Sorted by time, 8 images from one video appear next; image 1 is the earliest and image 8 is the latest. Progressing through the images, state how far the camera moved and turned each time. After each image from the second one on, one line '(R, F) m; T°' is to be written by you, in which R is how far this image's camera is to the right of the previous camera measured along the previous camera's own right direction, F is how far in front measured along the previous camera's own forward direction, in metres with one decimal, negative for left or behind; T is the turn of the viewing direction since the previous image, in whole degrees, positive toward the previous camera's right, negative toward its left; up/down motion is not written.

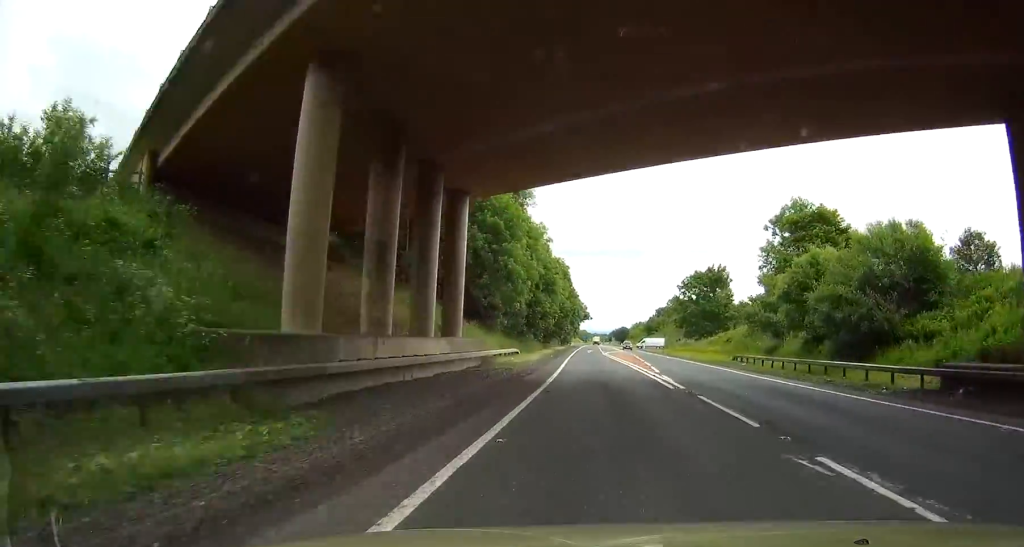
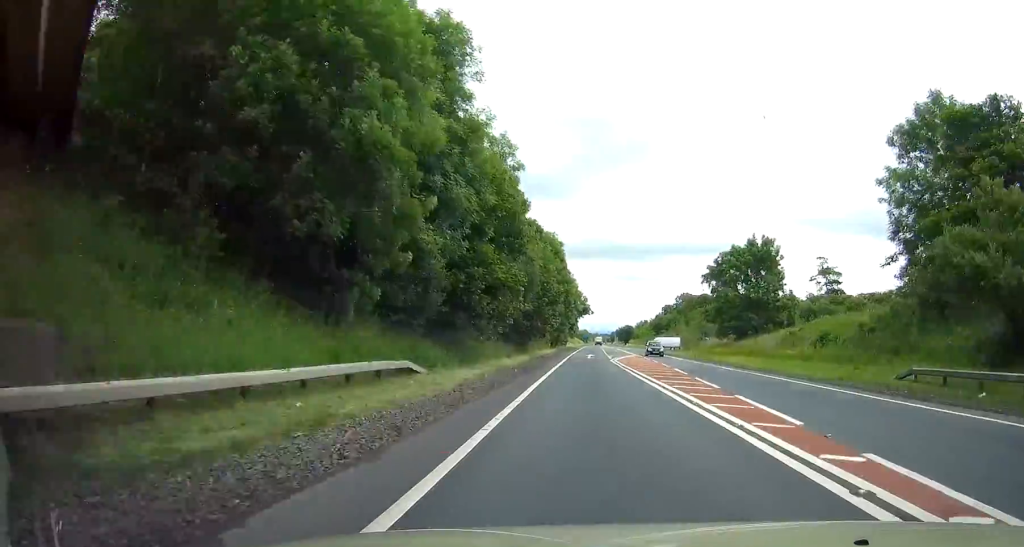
(0.0, +28.5) m; 0°
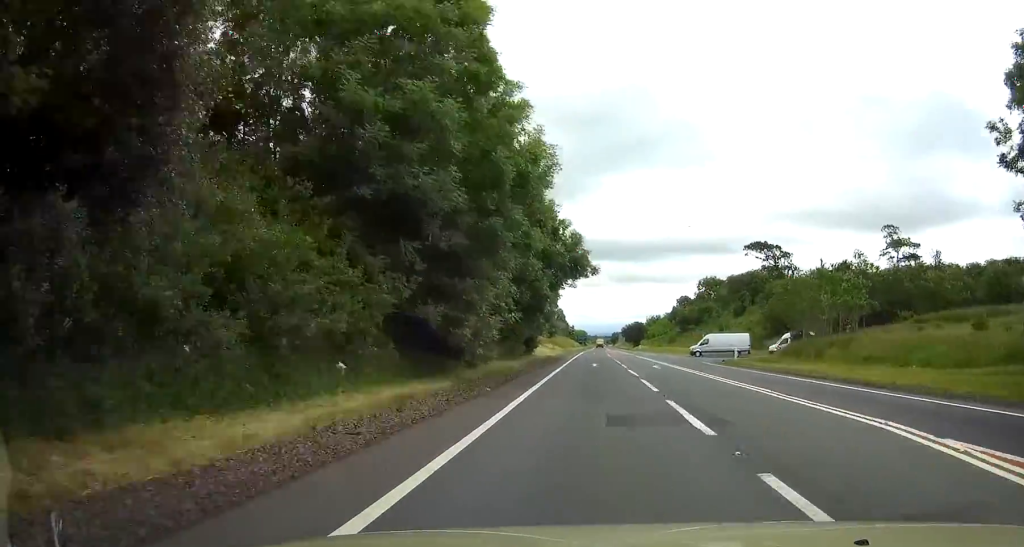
(+0.2, +63.2) m; 0°
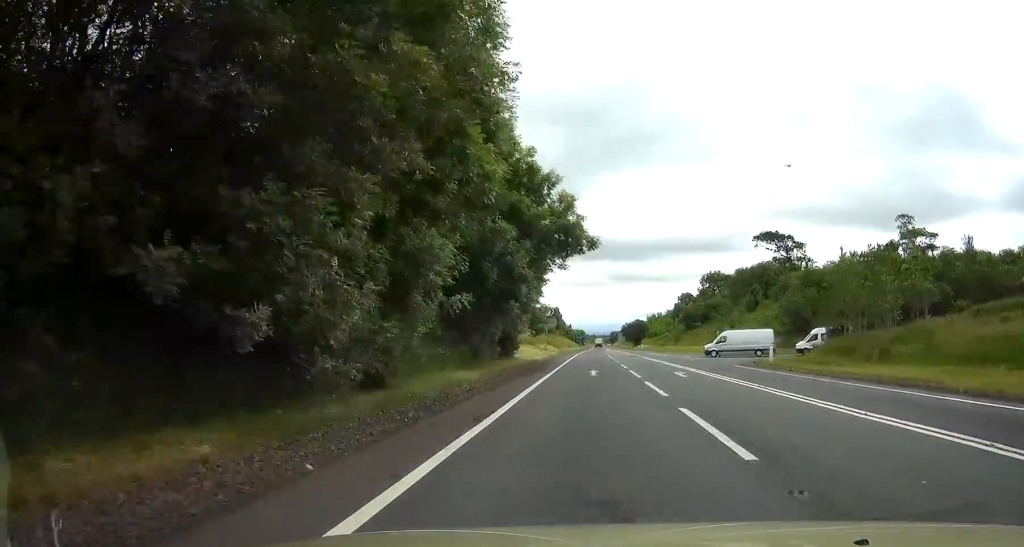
(0.0, +11.5) m; 0°
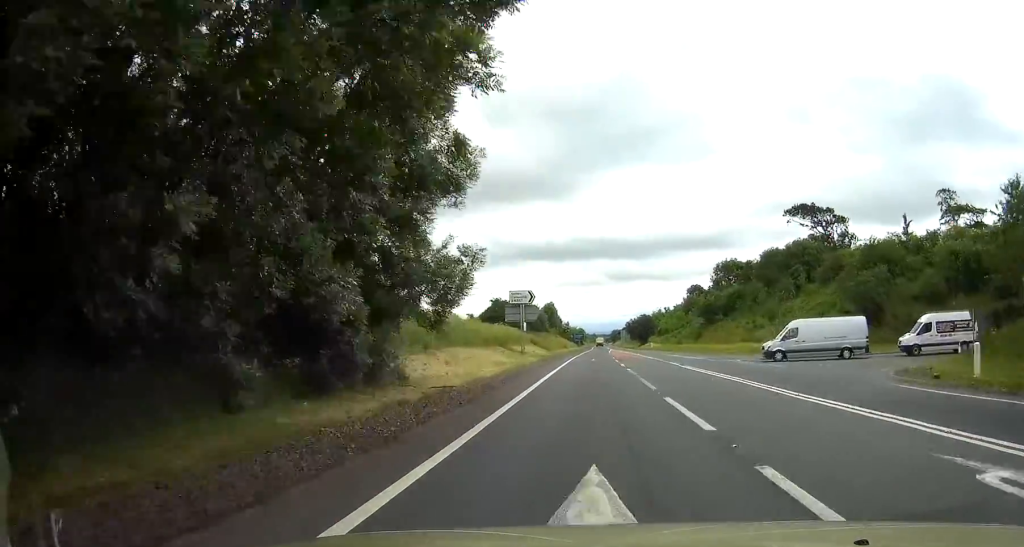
(-0.1, +24.9) m; 0°
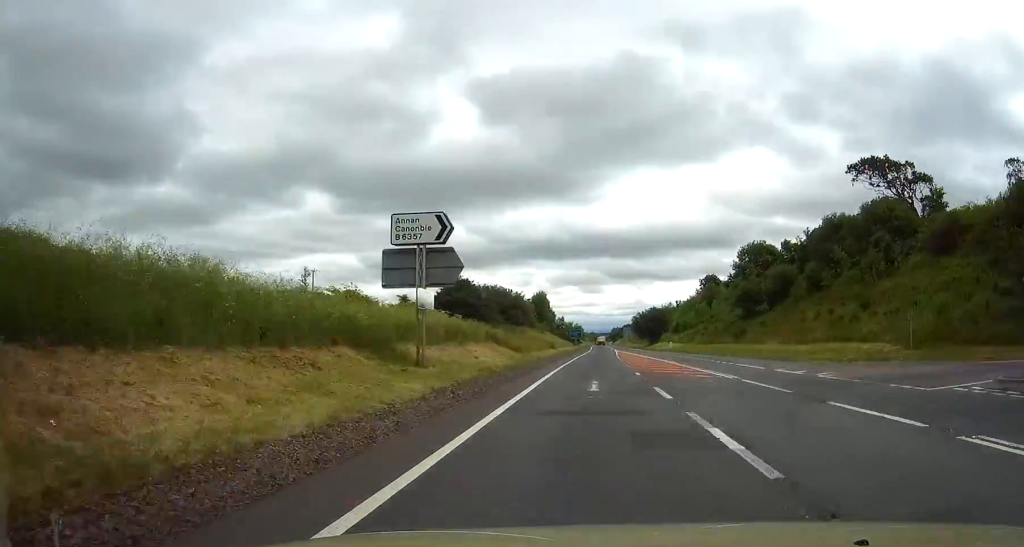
(0.0, +31.4) m; 0°
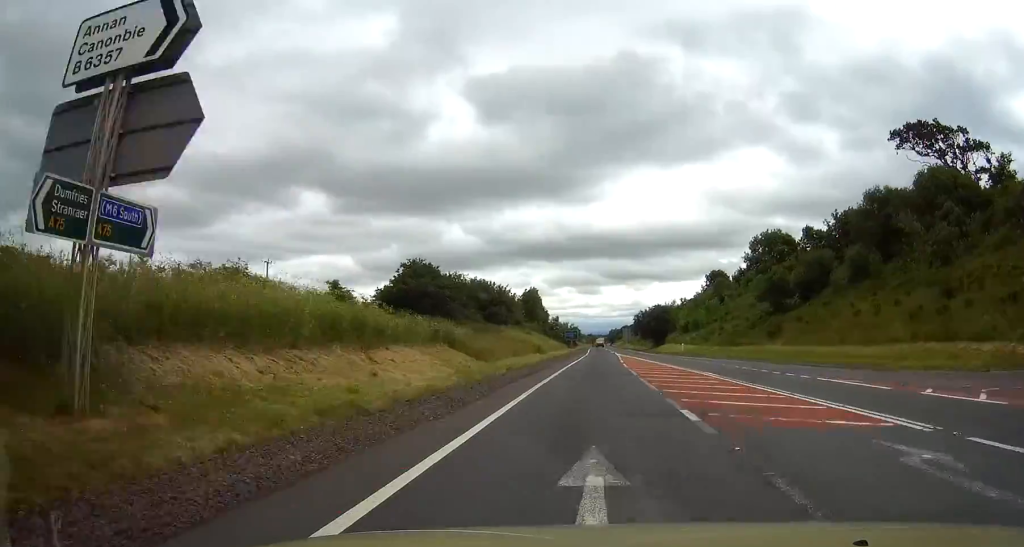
(0.0, +15.2) m; 0°
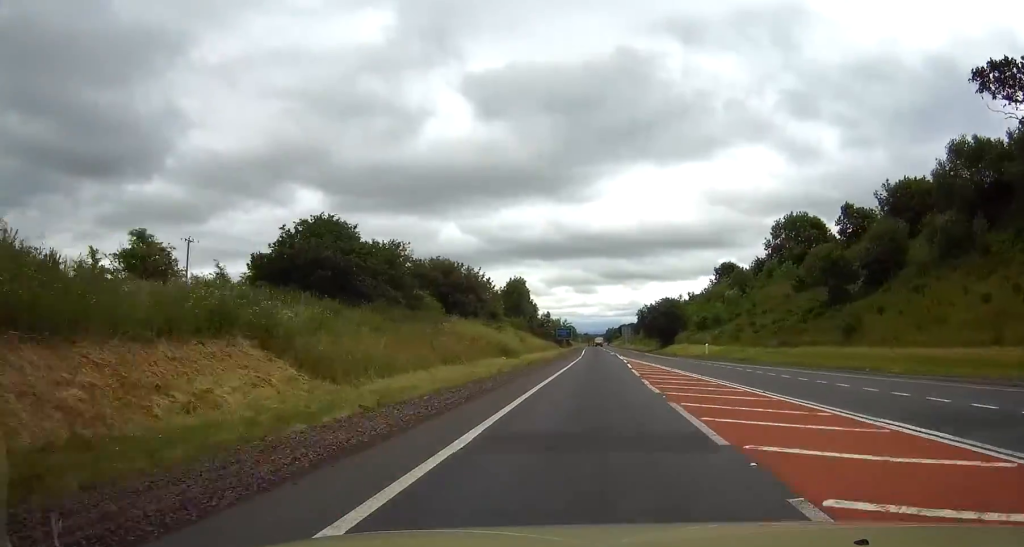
(0.0, +19.7) m; +1°
